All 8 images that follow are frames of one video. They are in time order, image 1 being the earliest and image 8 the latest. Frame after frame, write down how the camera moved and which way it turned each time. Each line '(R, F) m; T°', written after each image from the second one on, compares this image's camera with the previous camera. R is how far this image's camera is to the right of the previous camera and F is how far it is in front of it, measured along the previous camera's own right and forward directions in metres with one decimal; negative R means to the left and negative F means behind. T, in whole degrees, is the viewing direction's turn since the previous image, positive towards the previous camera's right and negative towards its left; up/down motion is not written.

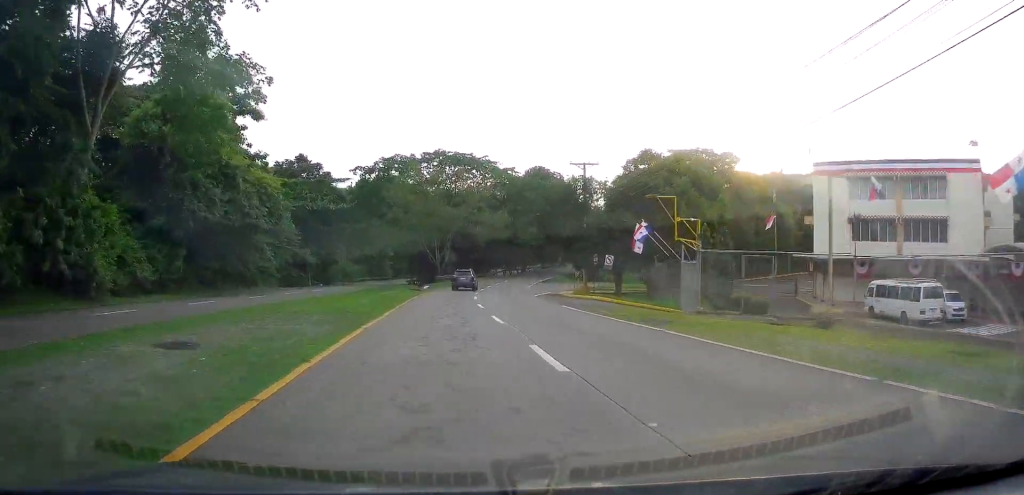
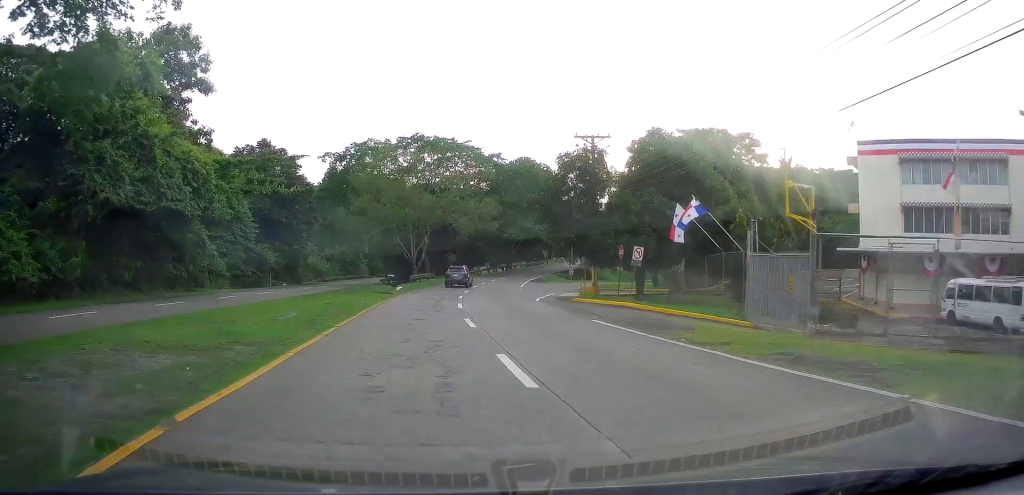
(0.0, +9.2) m; +1°
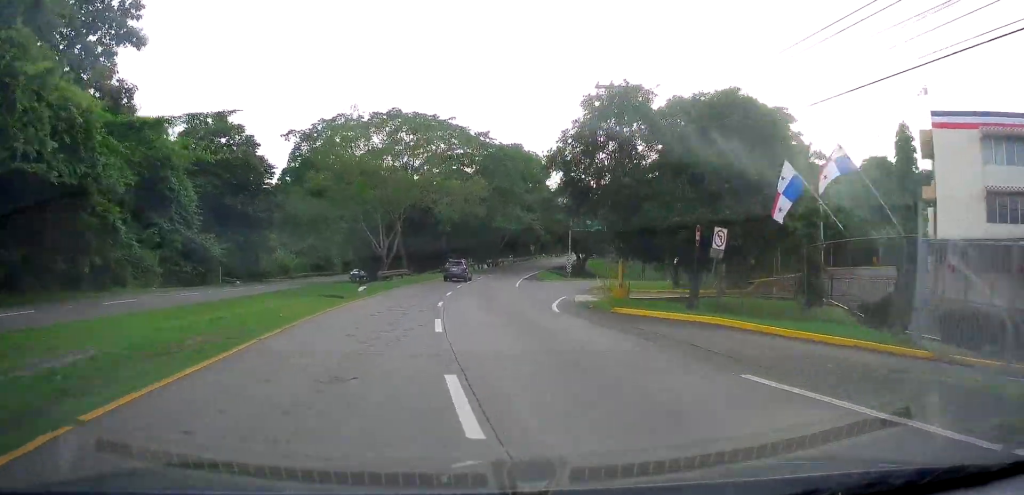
(+0.6, +10.3) m; +2°
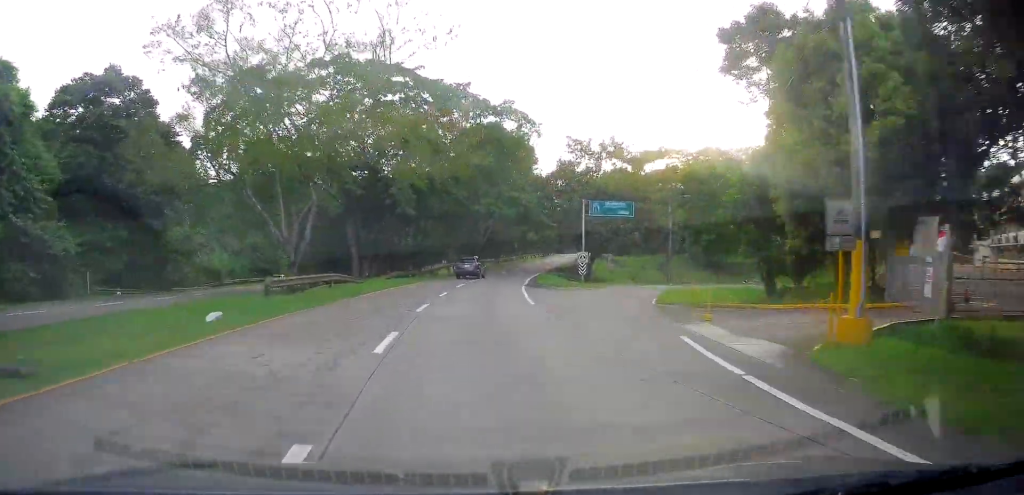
(-0.1, +19.0) m; +2°
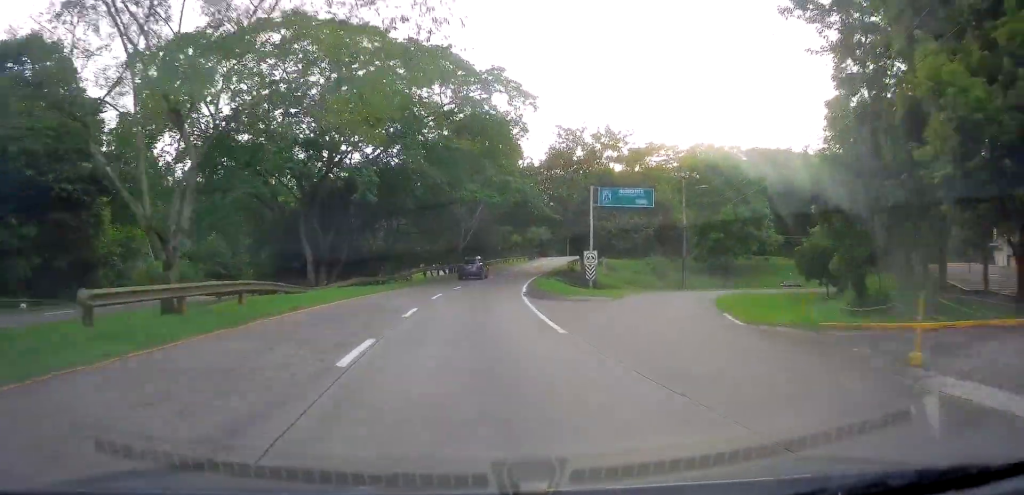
(+0.4, +9.3) m; +3°
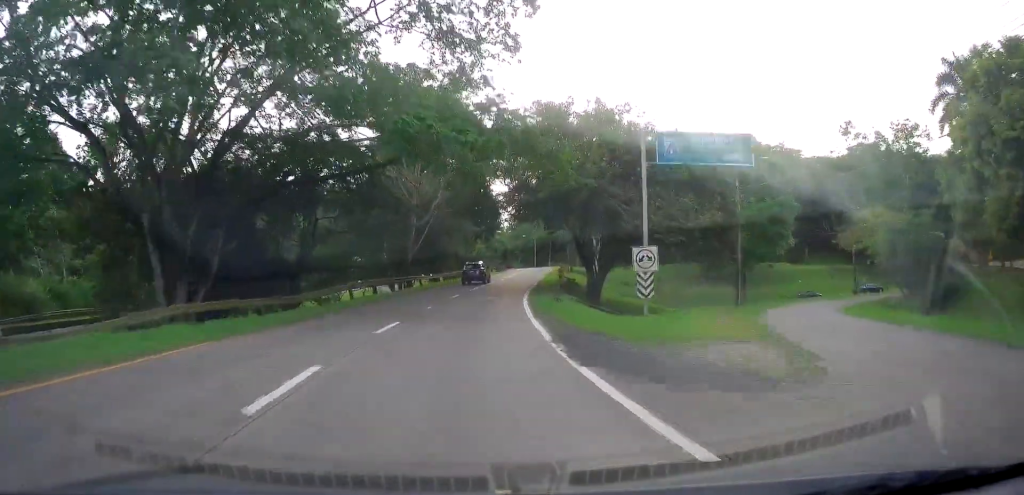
(+1.0, +18.4) m; +5°
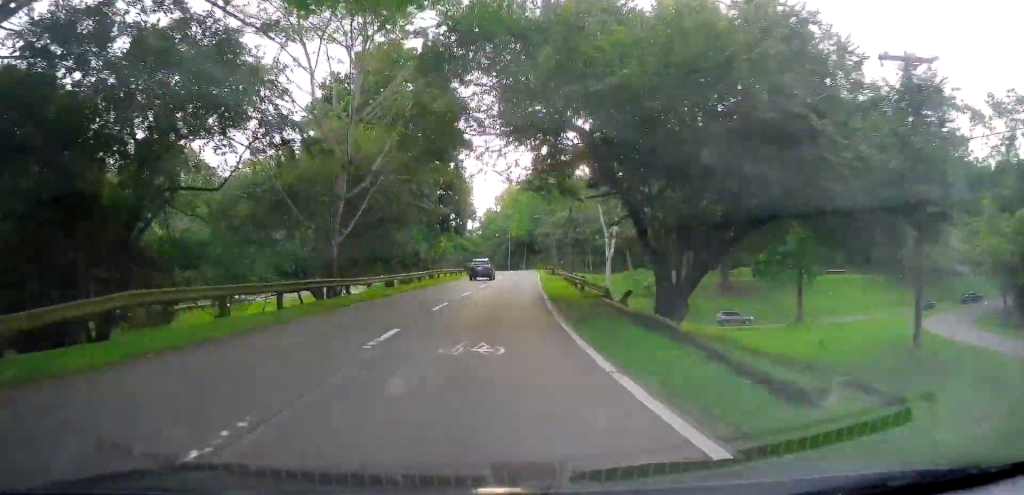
(+0.5, +19.3) m; +4°
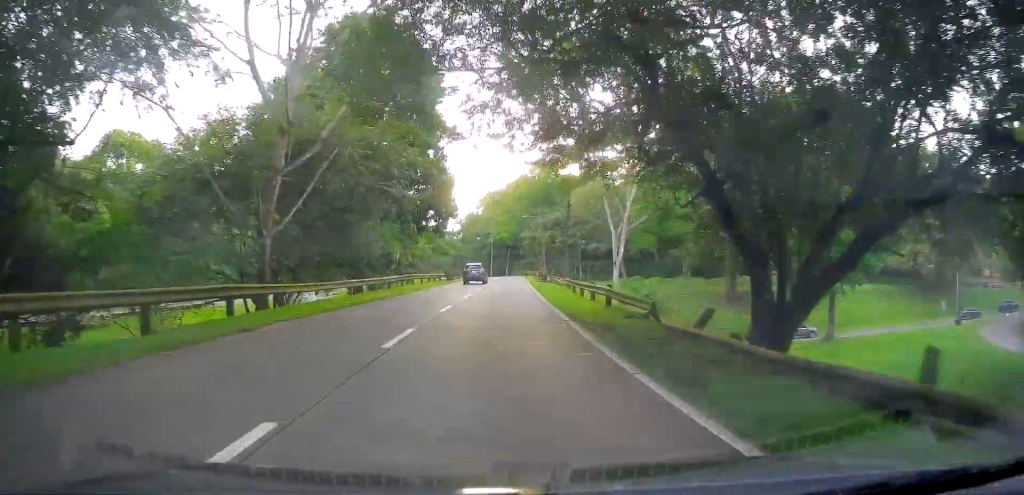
(+0.2, +8.0) m; +1°
